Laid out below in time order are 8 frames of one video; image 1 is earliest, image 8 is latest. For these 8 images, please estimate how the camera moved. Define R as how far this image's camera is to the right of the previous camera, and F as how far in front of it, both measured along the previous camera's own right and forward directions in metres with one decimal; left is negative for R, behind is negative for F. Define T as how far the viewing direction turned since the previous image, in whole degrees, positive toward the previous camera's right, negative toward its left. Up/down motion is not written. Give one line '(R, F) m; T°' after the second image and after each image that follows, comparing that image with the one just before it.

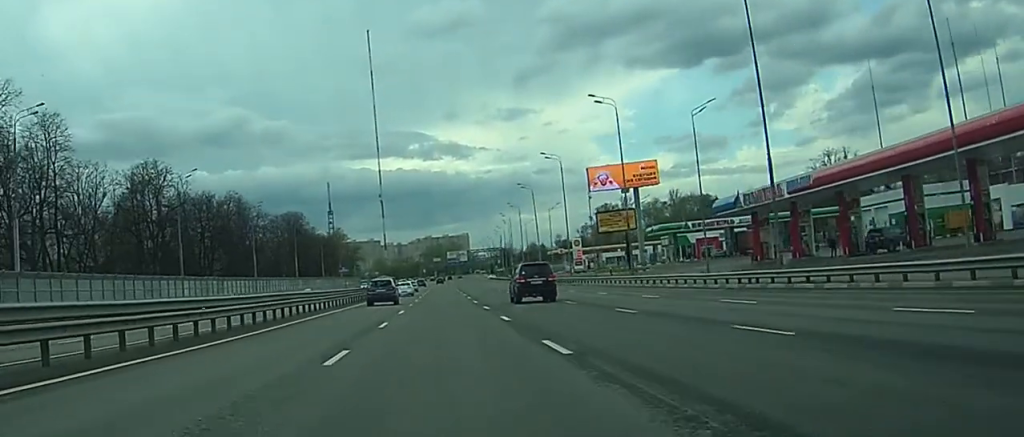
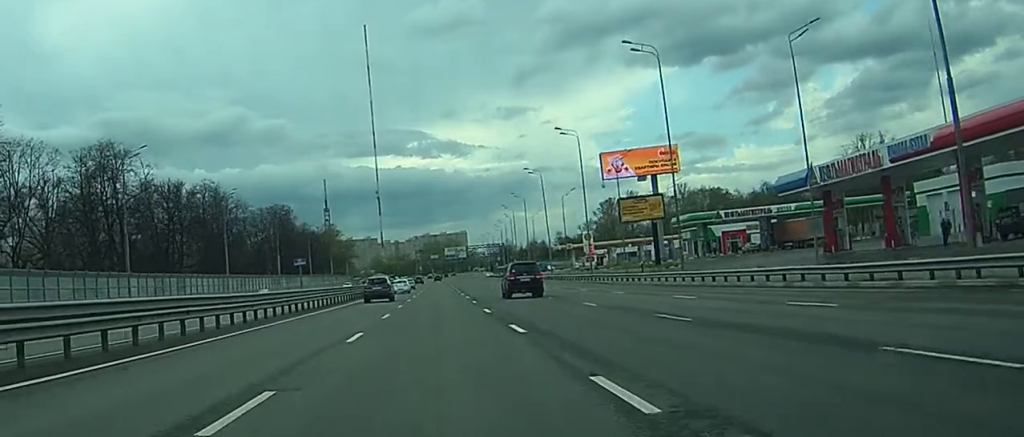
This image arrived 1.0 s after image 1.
(+0.3, +18.1) m; +1°
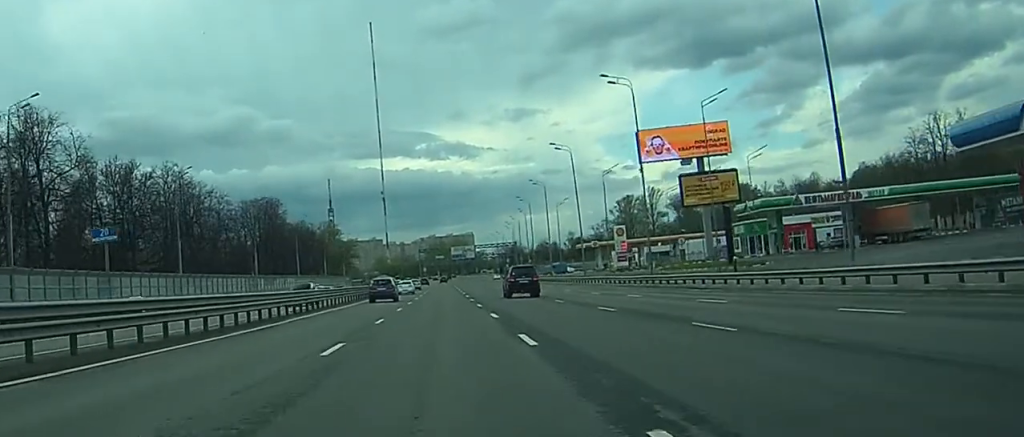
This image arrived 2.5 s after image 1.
(-0.1, +27.1) m; -1°
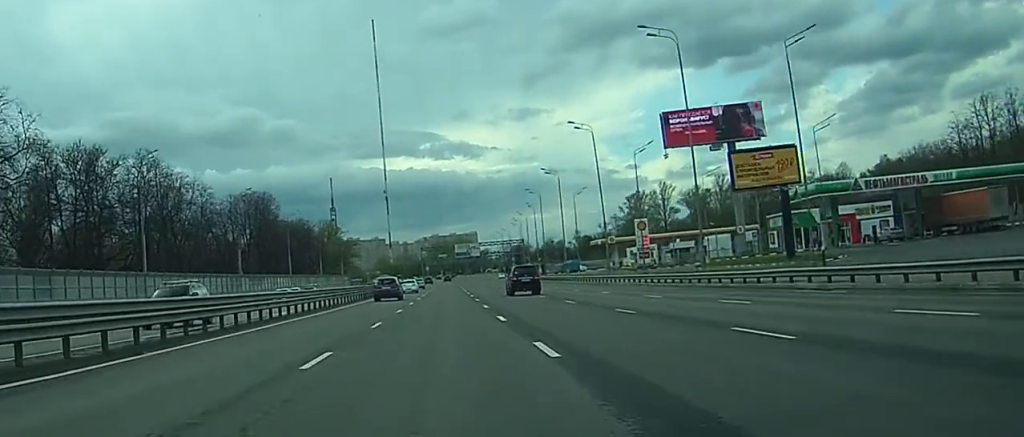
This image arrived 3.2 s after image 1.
(-0.1, +14.4) m; 0°
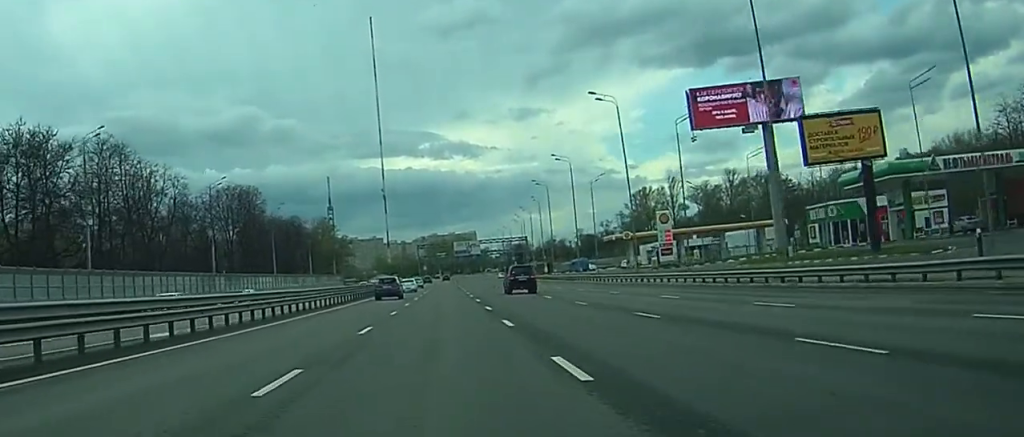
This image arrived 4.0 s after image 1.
(+0.1, +15.2) m; 0°
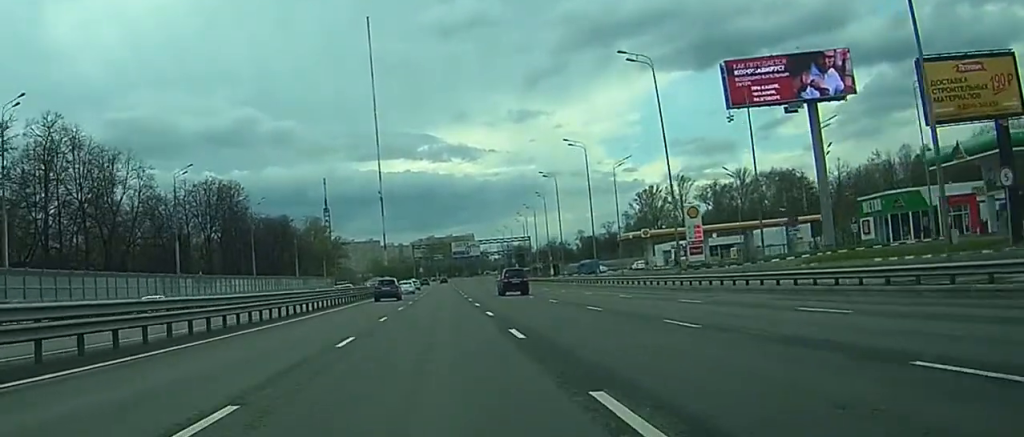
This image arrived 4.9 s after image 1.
(-0.1, +16.2) m; 0°
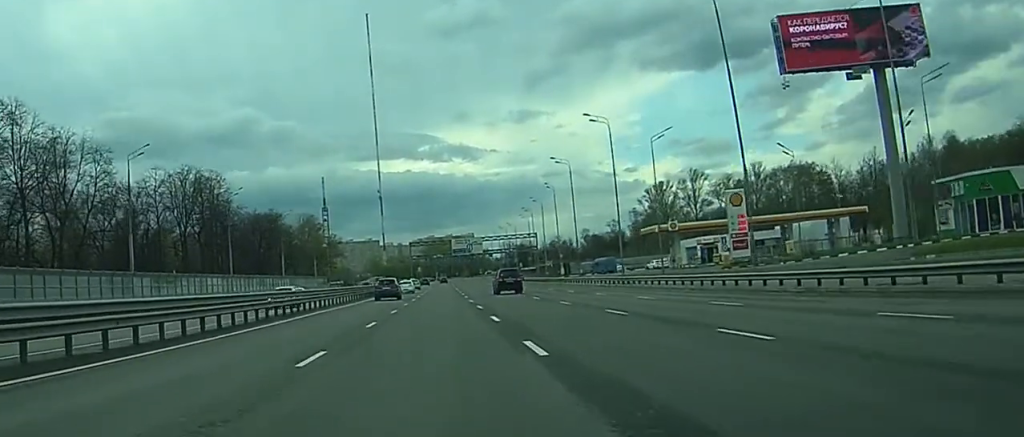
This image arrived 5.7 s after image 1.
(0.0, +17.2) m; 0°
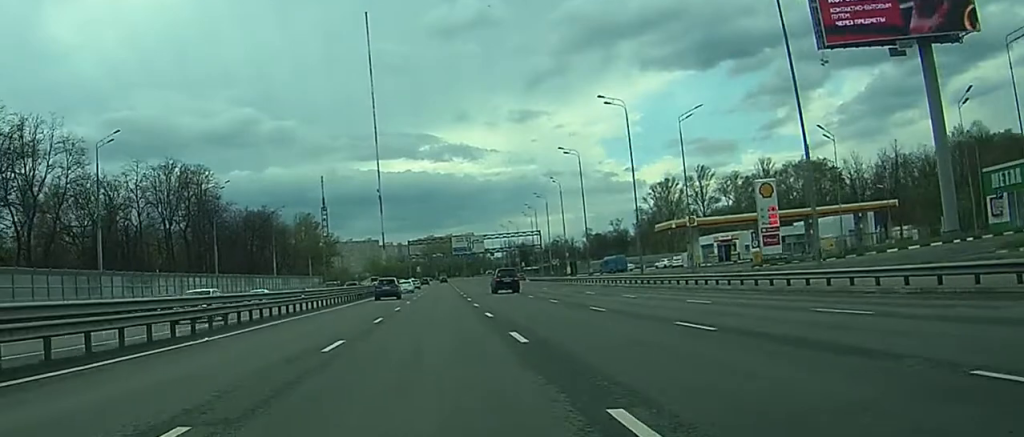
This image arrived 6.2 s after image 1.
(0.0, +9.4) m; 0°
